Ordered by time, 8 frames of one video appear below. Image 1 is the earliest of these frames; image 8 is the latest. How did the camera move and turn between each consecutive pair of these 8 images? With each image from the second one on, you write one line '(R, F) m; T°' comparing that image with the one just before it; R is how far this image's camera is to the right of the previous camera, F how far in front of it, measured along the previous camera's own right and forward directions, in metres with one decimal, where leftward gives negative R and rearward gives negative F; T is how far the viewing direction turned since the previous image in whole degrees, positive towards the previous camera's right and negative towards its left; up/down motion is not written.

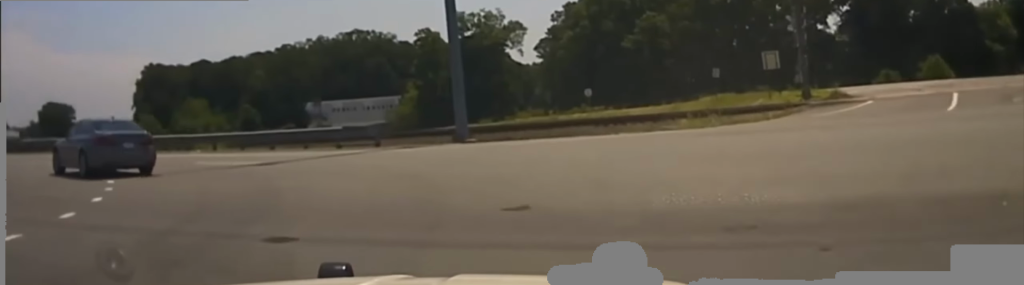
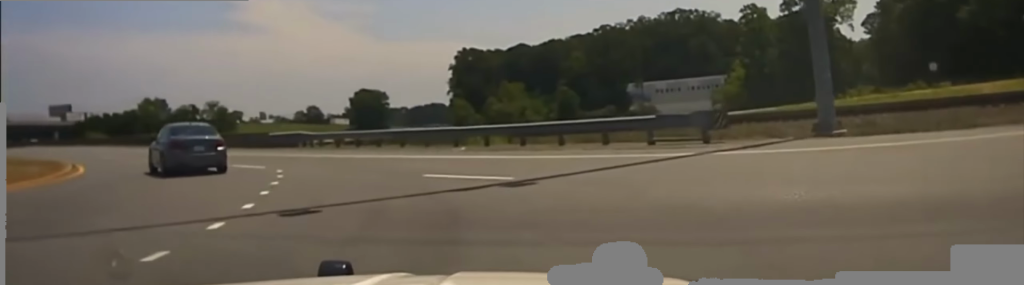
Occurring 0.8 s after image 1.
(-0.7, +9.3) m; -14°
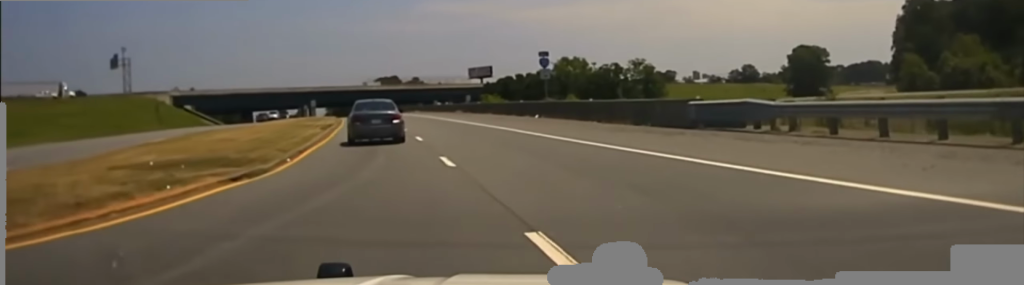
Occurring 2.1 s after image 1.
(-7.1, +18.1) m; -37°
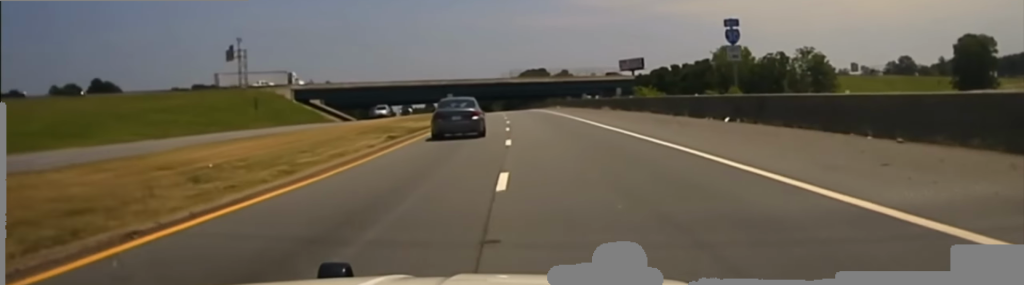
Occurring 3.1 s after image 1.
(-3.5, +18.8) m; -11°
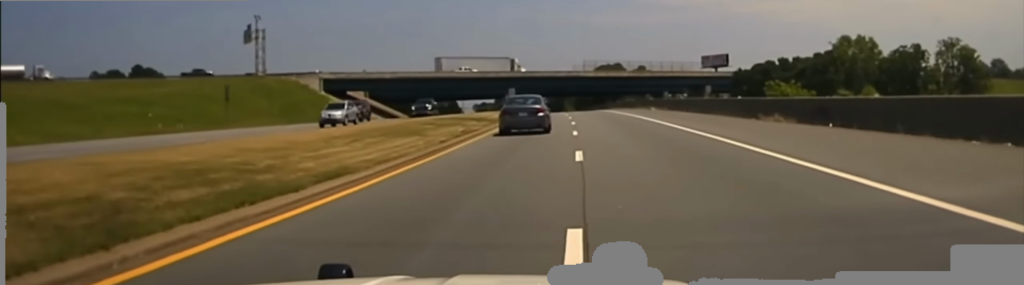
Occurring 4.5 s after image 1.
(0.0, +31.6) m; +1°
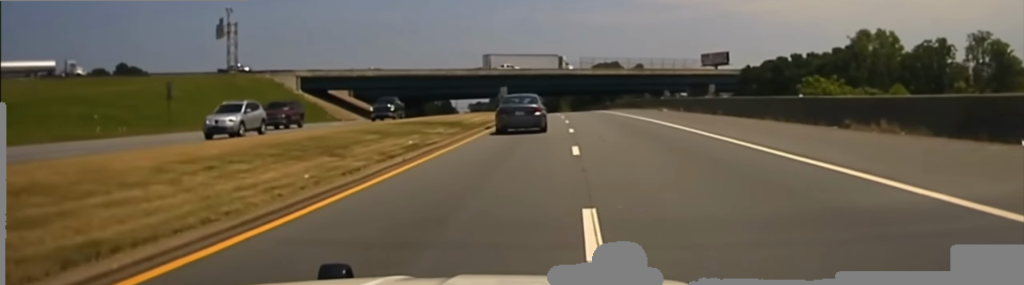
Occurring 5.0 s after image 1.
(+0.1, +11.0) m; +1°
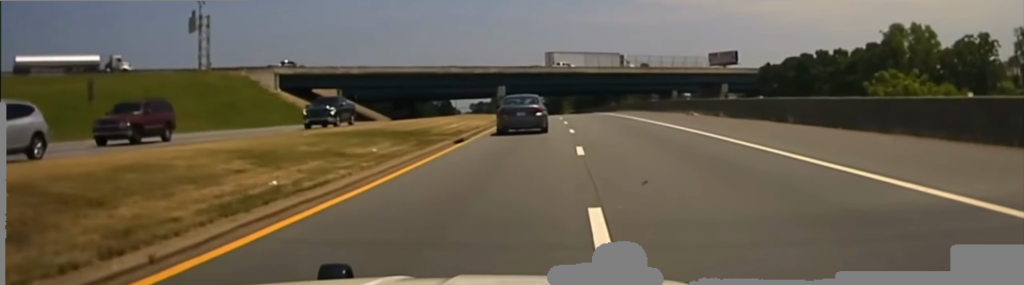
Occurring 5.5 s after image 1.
(+0.2, +13.0) m; +1°
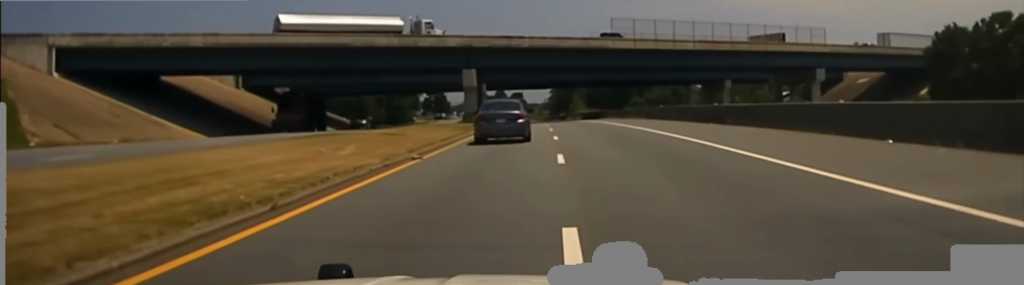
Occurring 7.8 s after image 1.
(+0.1, +61.6) m; -3°
